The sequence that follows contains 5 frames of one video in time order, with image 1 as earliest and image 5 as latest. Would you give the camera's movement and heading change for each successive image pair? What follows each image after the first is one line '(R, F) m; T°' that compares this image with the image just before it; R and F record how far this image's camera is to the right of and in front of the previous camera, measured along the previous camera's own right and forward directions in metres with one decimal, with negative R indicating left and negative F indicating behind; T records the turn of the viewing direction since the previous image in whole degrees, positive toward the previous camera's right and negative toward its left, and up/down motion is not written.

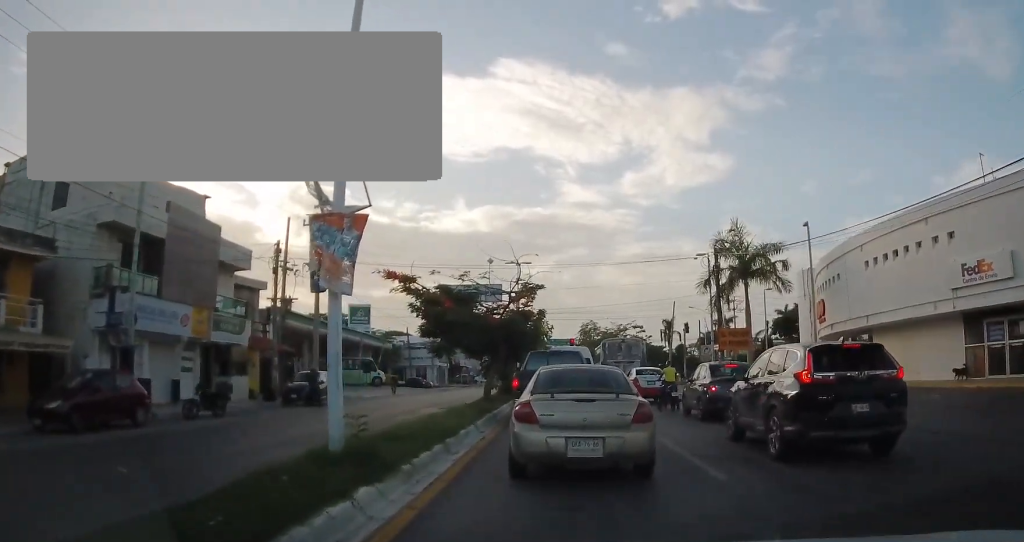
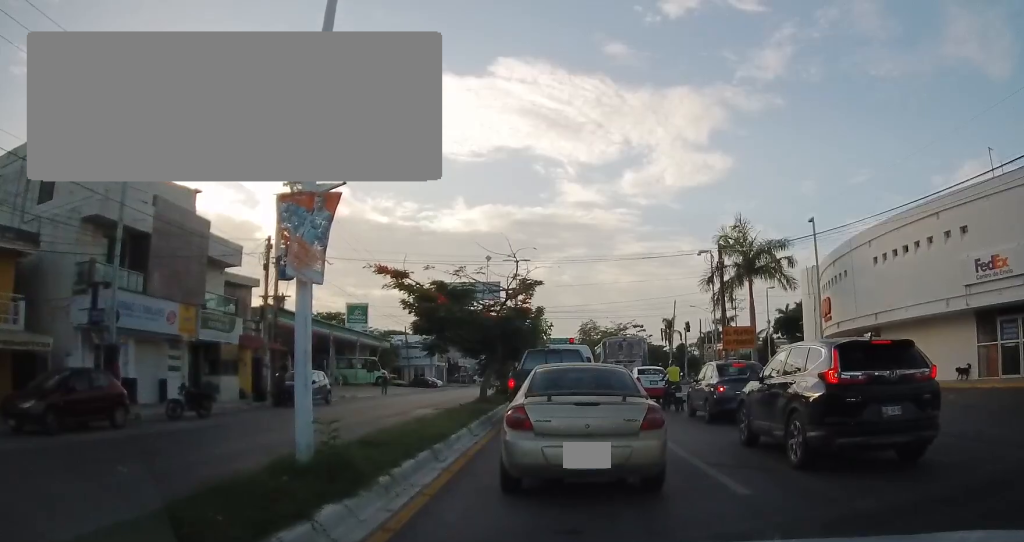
(+0.1, +1.2) m; 0°
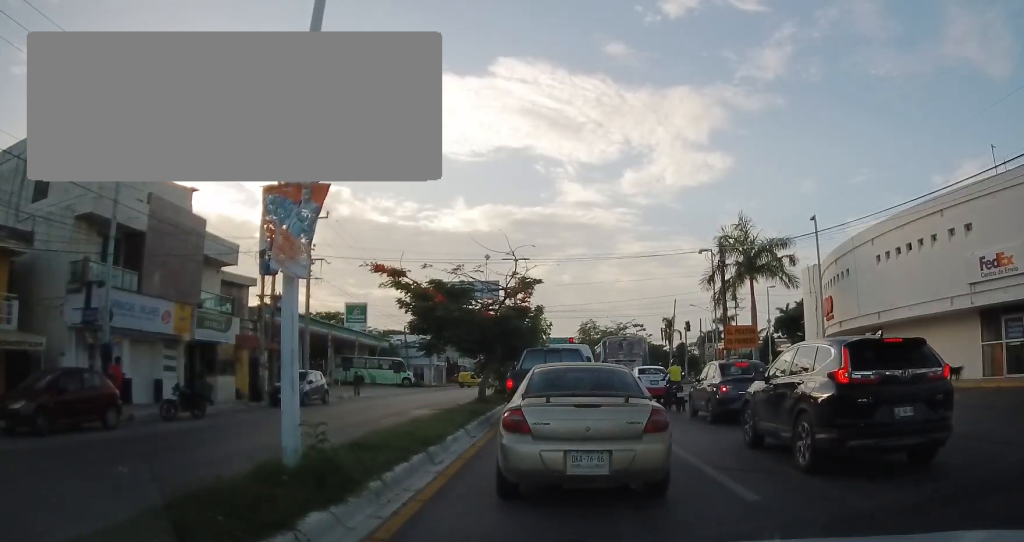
(-0.1, +0.7) m; 0°
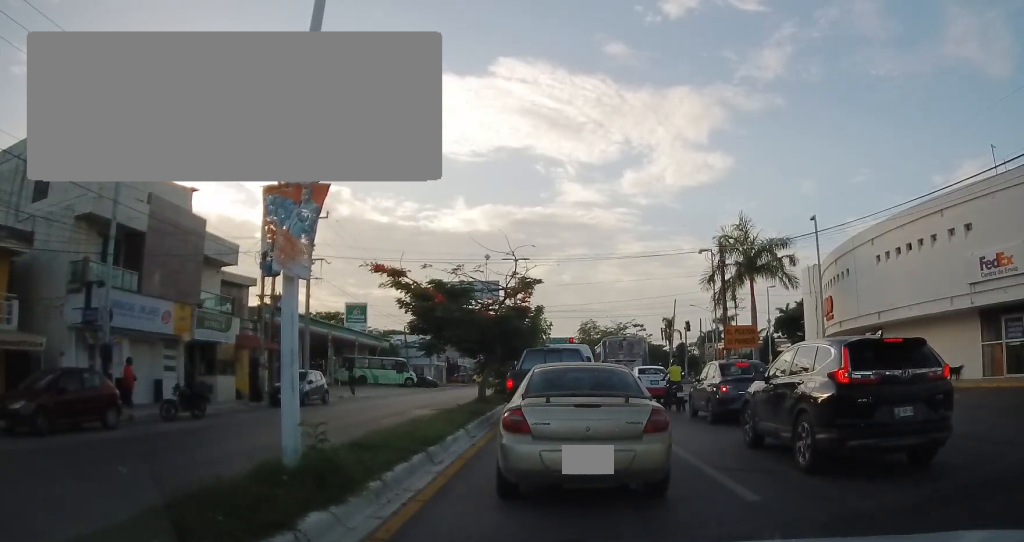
(0.0, 0.0) m; 0°
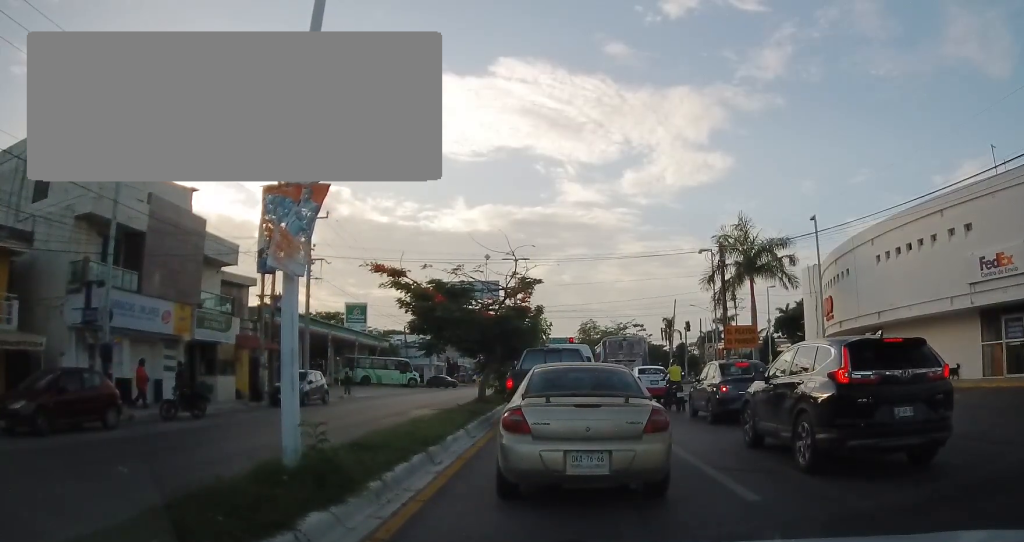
(0.0, 0.0) m; 0°
